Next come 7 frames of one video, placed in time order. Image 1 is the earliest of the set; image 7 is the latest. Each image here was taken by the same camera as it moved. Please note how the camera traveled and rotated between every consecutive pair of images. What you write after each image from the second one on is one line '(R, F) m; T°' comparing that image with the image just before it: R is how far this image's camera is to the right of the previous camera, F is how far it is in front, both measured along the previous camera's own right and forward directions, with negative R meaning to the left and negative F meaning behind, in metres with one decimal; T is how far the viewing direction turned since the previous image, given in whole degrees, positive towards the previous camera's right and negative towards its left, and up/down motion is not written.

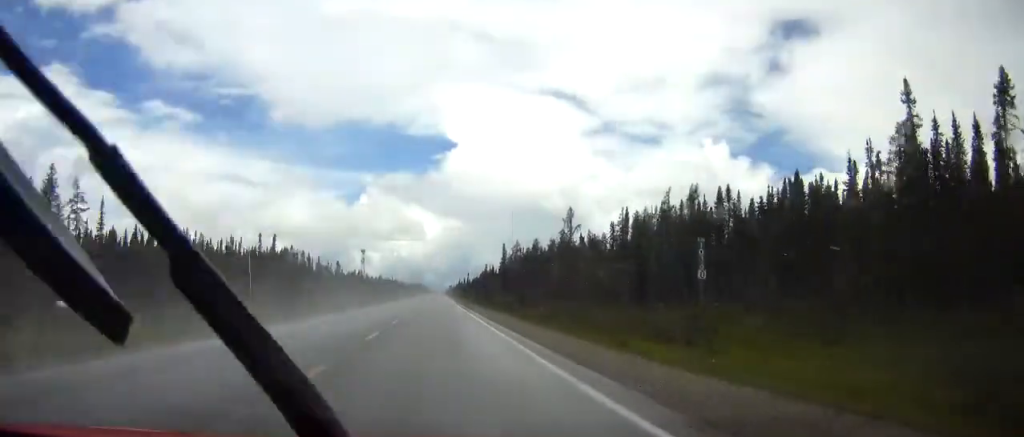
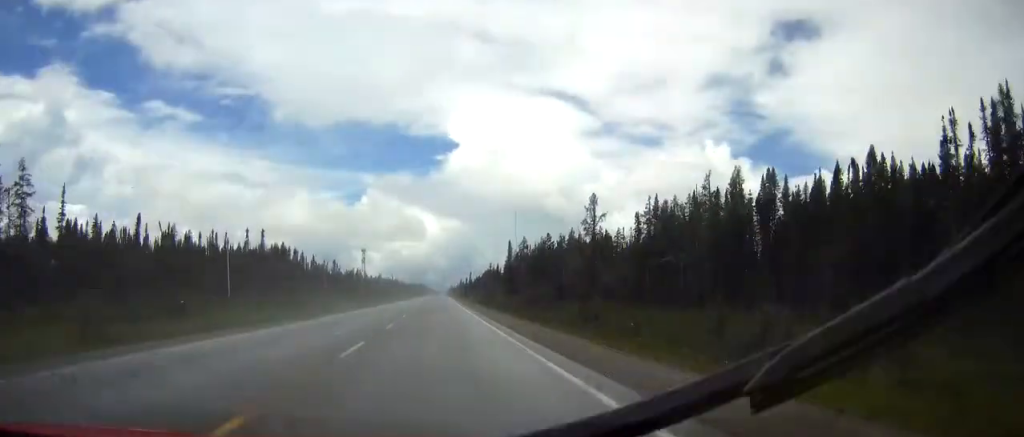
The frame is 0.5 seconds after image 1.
(0.0, +13.6) m; 0°
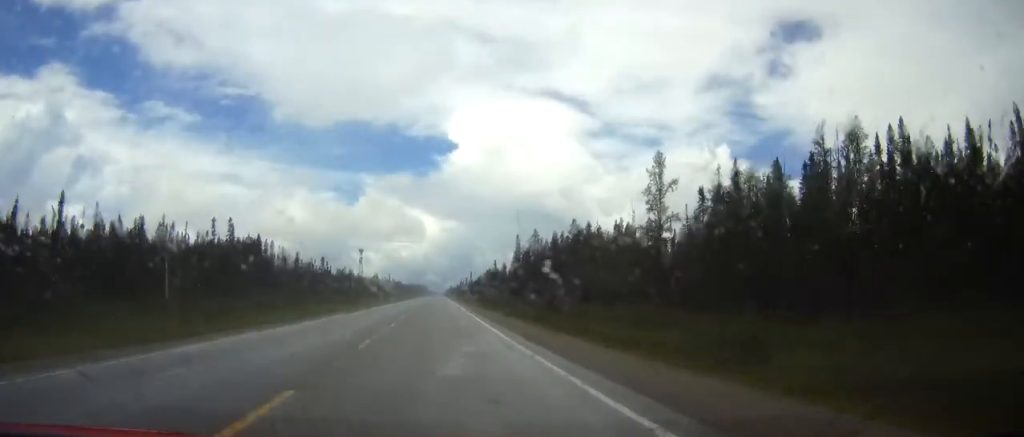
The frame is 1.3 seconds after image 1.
(0.0, +25.3) m; 0°
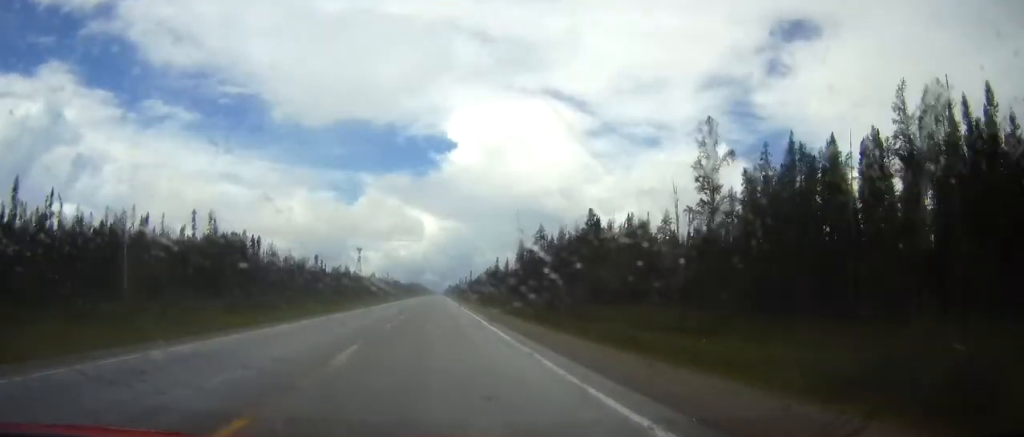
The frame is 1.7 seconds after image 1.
(0.0, +11.7) m; 0°
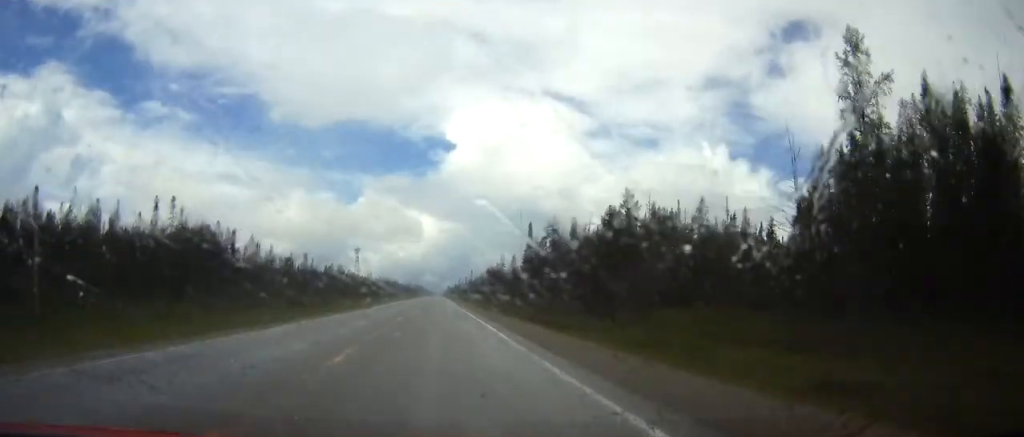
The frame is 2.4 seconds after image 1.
(0.0, +18.5) m; 0°
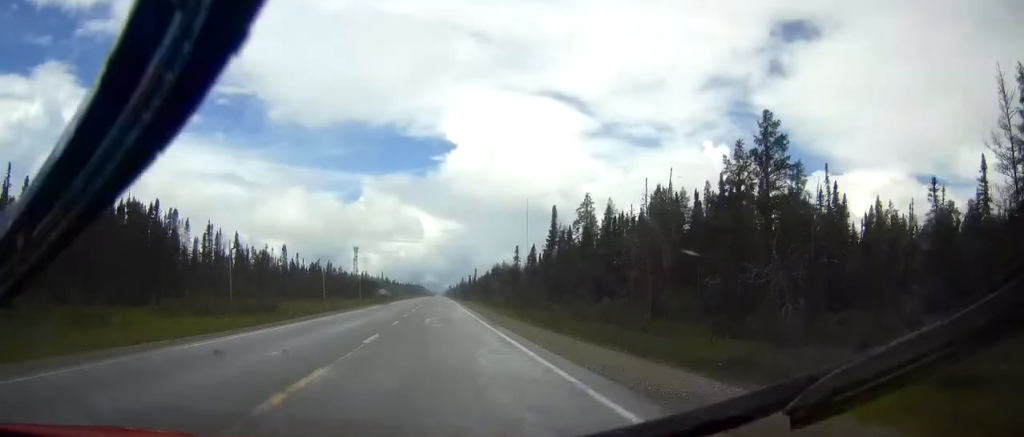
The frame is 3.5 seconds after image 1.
(+0.1, +32.2) m; 0°
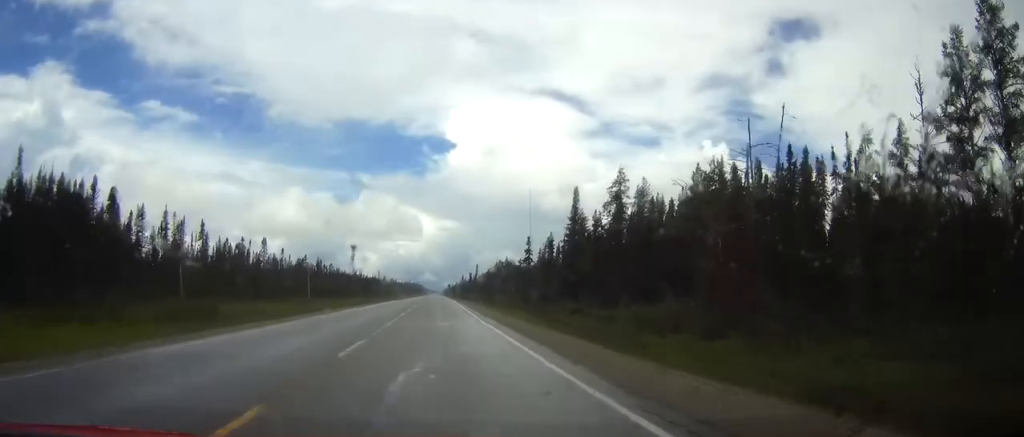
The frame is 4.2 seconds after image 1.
(0.0, +21.5) m; 0°
